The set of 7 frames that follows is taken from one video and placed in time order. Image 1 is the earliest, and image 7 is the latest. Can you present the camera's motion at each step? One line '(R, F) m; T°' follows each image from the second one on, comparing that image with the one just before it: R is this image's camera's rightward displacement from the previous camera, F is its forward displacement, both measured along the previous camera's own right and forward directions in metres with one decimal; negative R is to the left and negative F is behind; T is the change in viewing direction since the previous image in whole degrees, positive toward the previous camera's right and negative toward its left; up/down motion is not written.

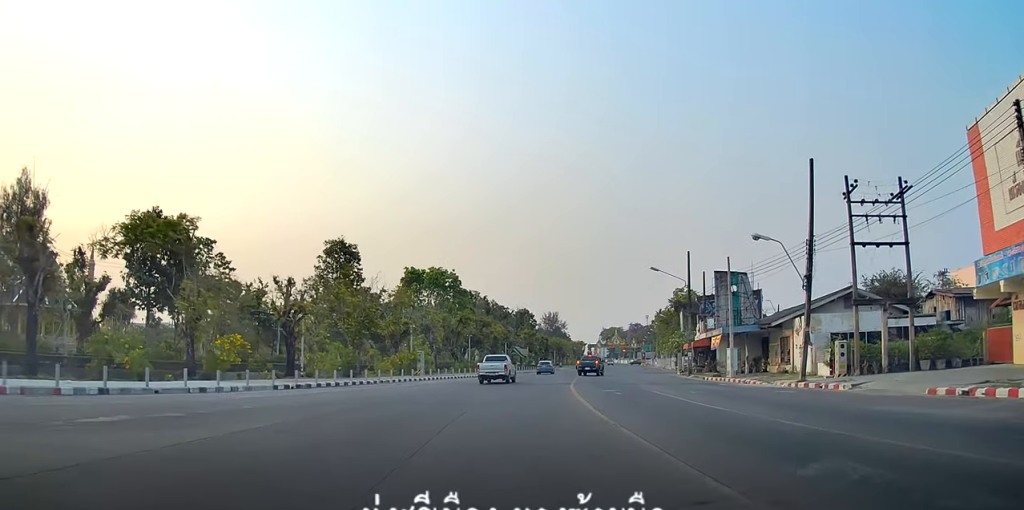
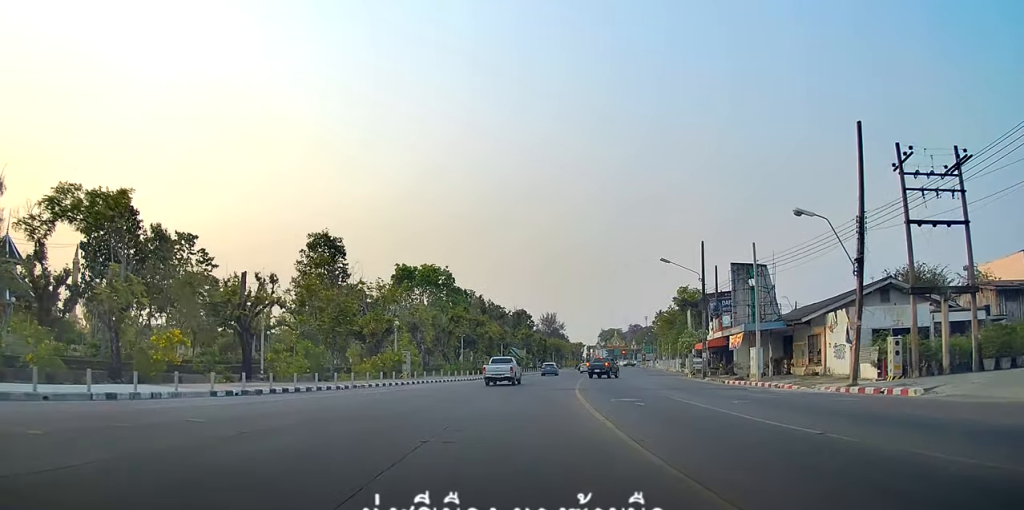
(+0.2, +5.9) m; -1°
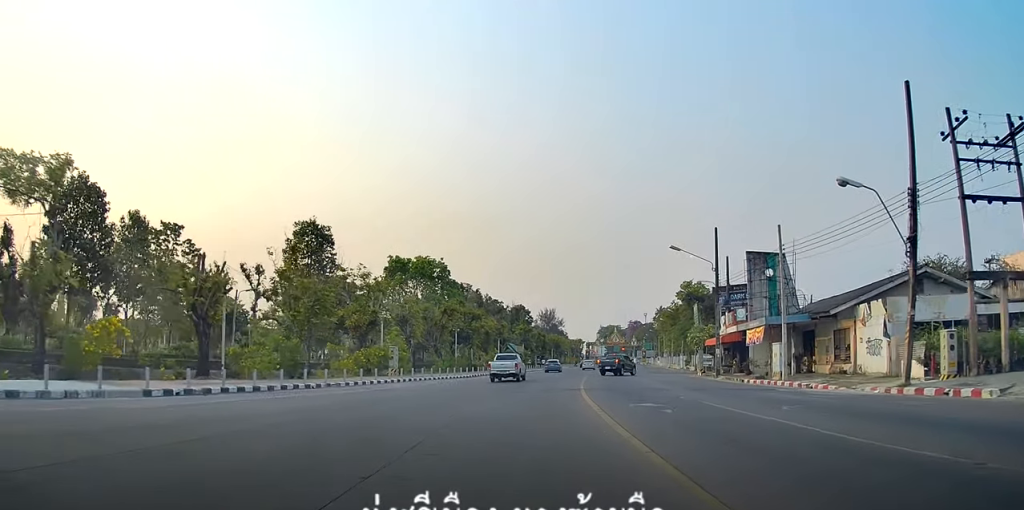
(-0.2, +4.4) m; -2°
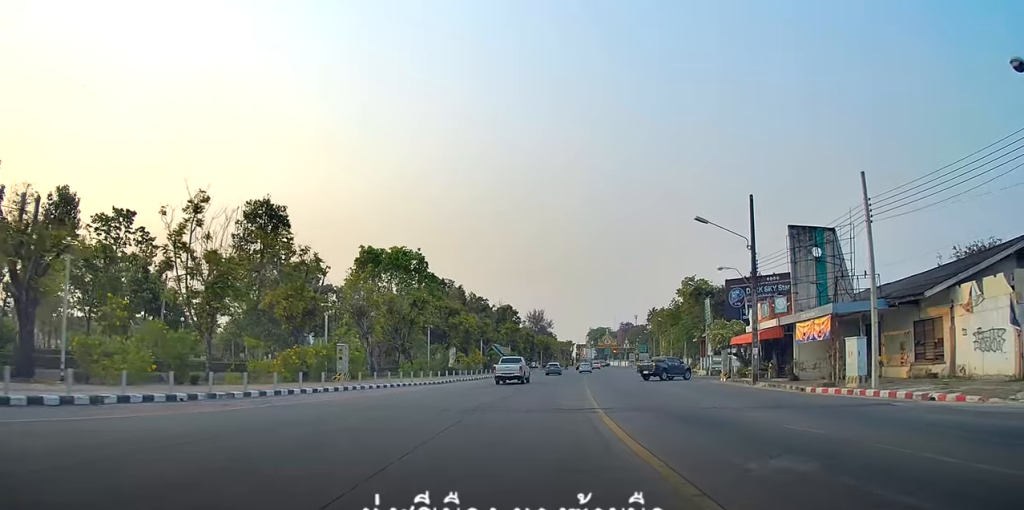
(-0.4, +10.7) m; +1°
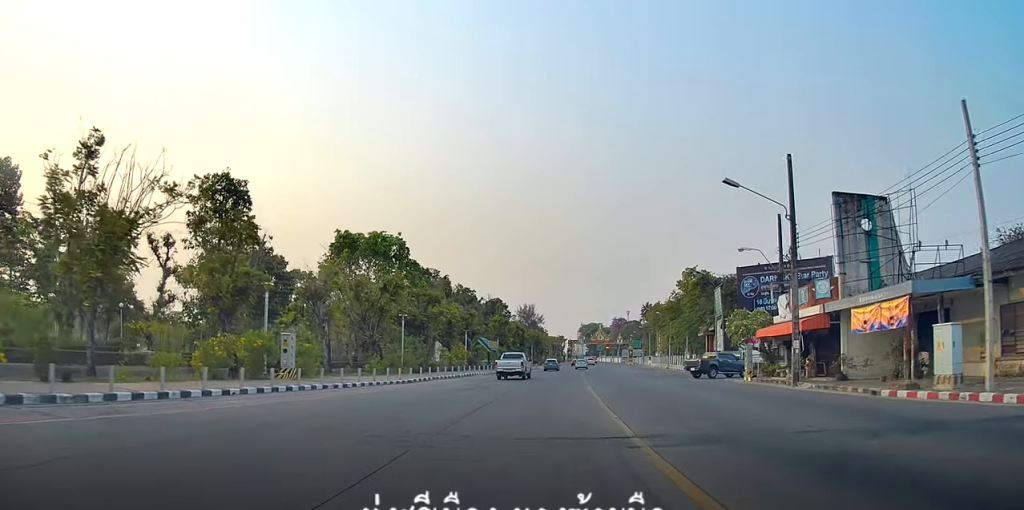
(+0.2, +7.1) m; +2°
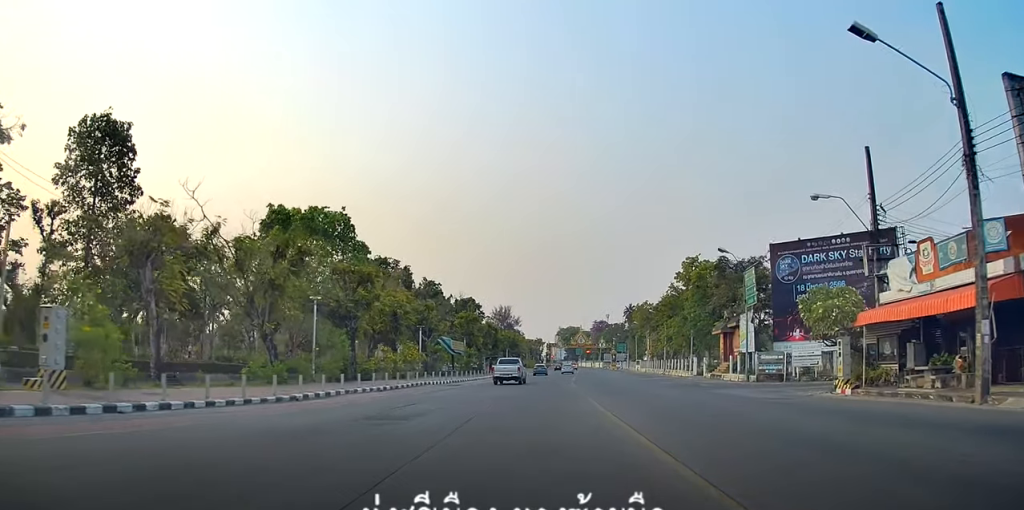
(-0.1, +14.9) m; 0°
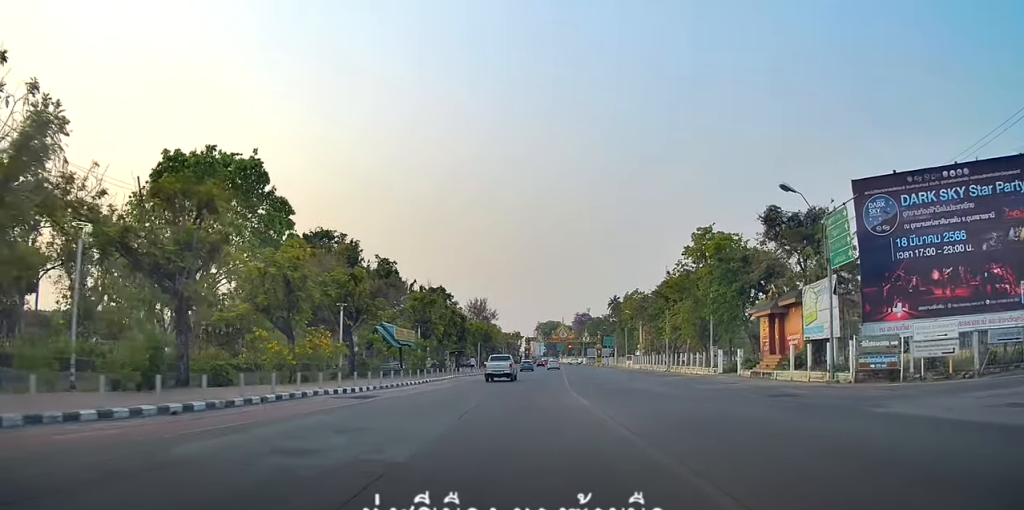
(+0.4, +16.8) m; +1°
